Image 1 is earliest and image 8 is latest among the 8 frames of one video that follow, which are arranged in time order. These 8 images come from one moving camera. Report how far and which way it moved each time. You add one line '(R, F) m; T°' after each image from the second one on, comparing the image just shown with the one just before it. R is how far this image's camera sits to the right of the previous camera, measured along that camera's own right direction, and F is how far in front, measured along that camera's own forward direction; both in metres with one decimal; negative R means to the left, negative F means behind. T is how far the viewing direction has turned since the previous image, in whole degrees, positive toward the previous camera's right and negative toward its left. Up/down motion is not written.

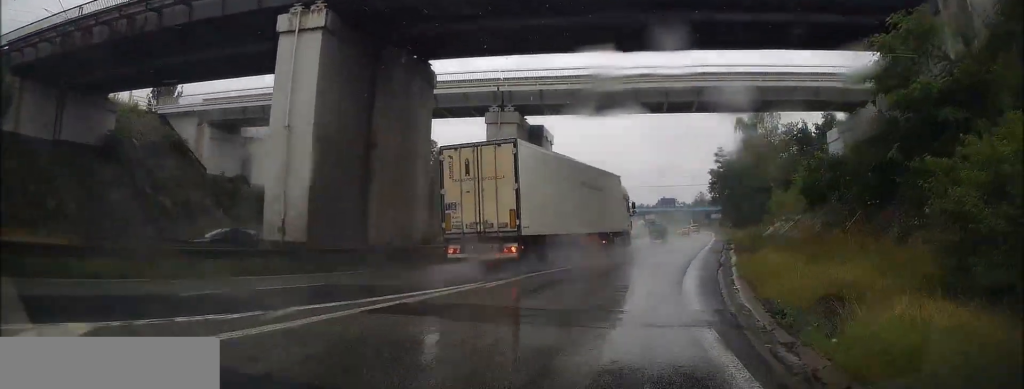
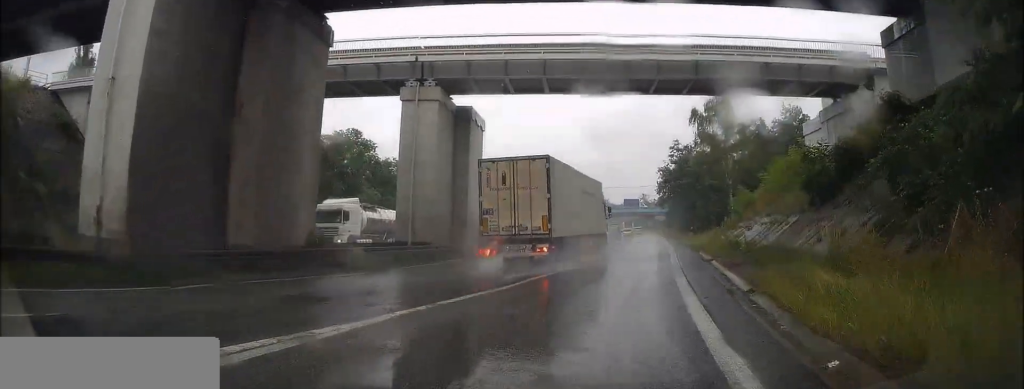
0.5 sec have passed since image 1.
(+0.5, +7.0) m; +5°
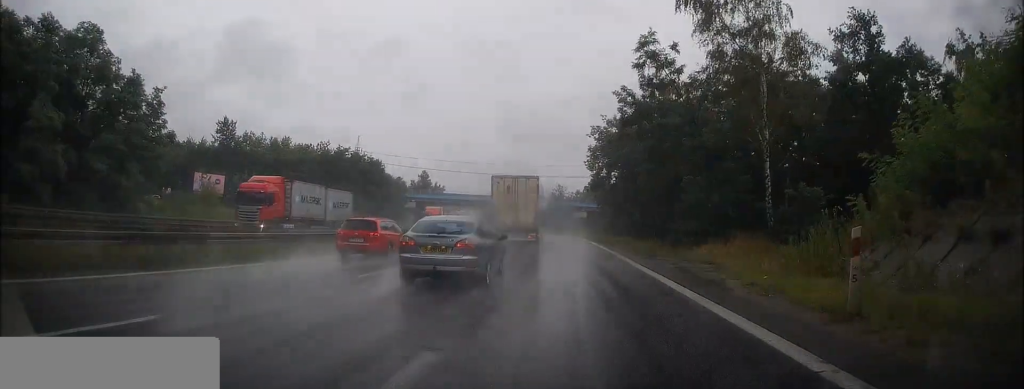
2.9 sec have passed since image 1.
(+3.1, +33.5) m; +6°
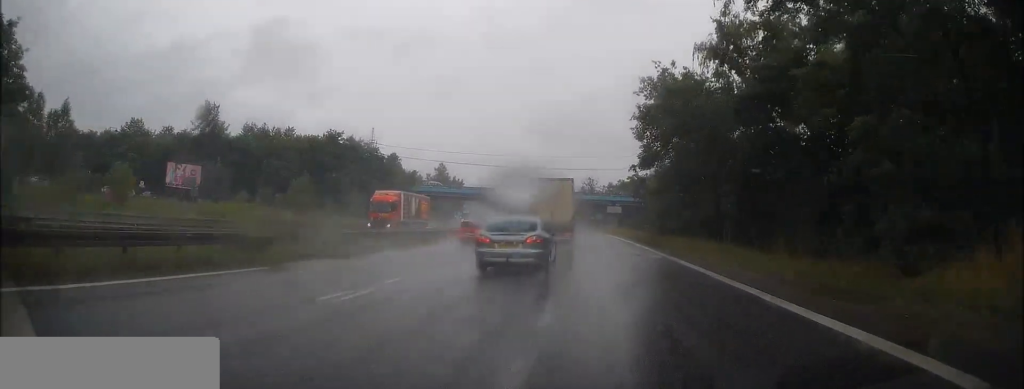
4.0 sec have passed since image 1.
(+0.2, +16.4) m; +1°
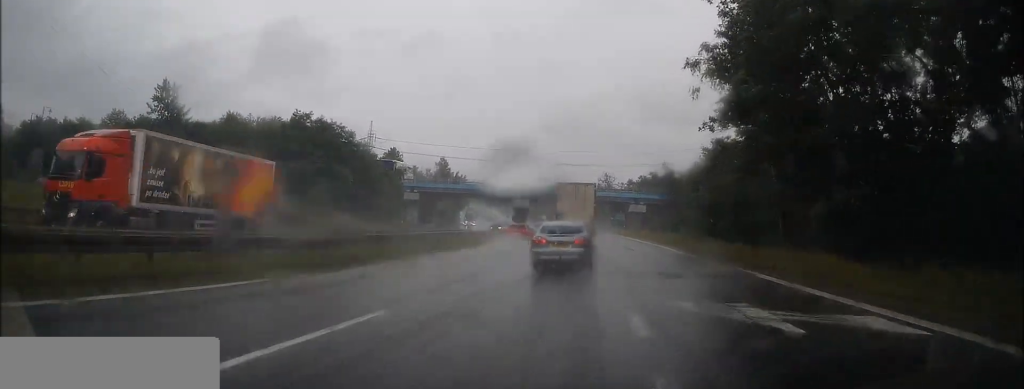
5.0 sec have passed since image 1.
(+0.1, +16.8) m; 0°
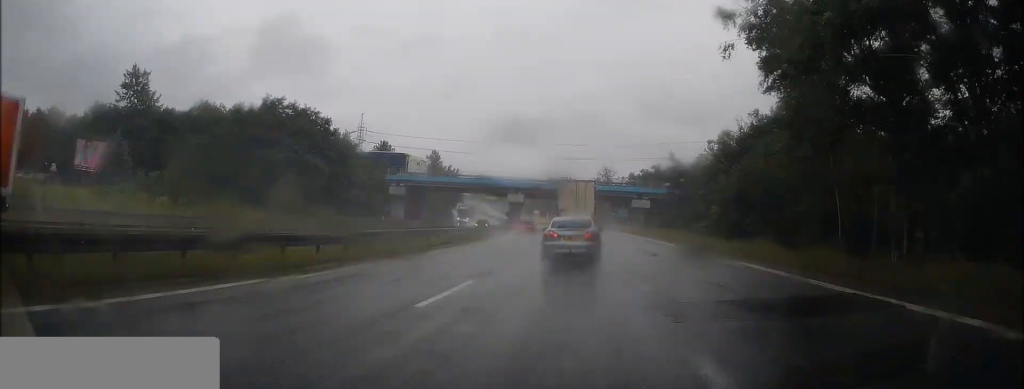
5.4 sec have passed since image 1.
(0.0, +7.6) m; 0°
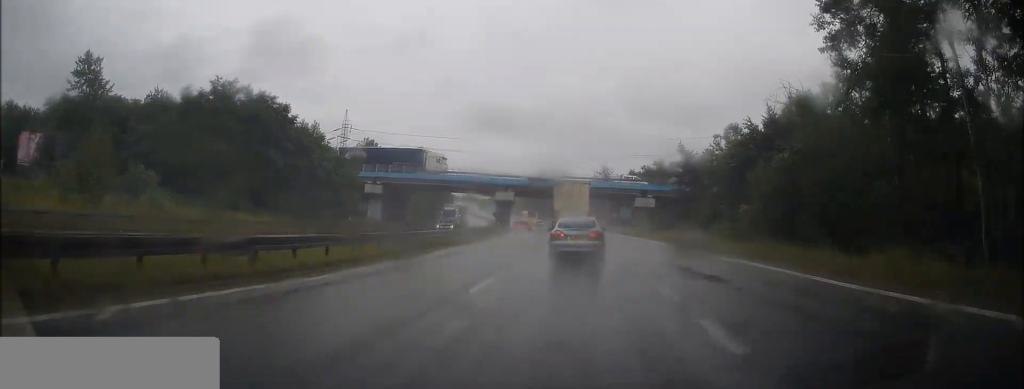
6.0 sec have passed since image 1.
(0.0, +9.9) m; 0°
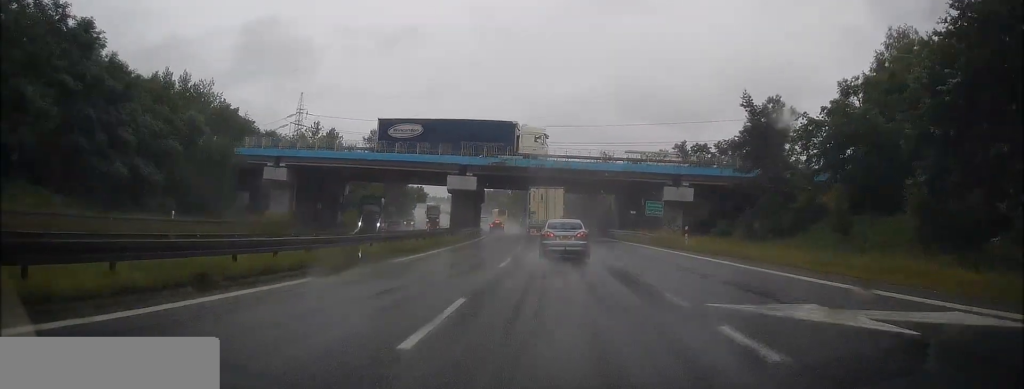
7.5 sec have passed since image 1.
(+0.1, +28.6) m; 0°
